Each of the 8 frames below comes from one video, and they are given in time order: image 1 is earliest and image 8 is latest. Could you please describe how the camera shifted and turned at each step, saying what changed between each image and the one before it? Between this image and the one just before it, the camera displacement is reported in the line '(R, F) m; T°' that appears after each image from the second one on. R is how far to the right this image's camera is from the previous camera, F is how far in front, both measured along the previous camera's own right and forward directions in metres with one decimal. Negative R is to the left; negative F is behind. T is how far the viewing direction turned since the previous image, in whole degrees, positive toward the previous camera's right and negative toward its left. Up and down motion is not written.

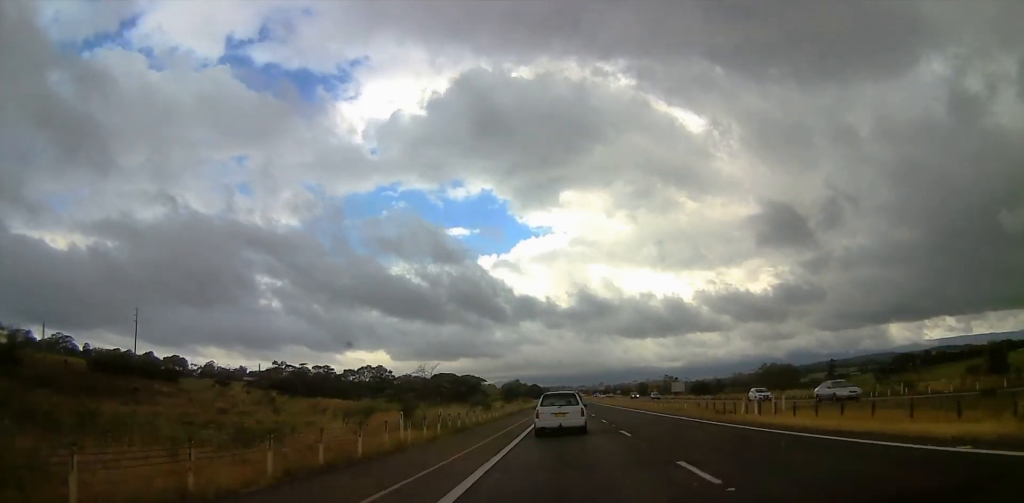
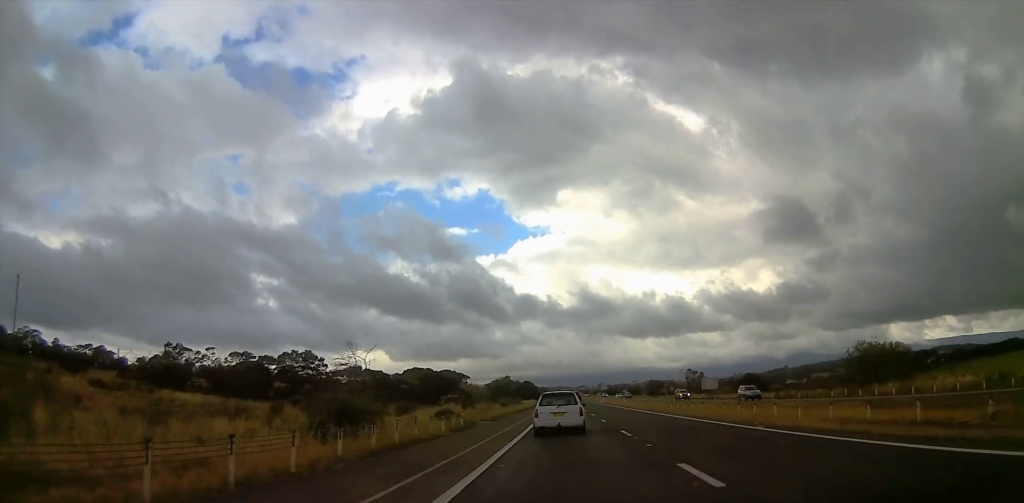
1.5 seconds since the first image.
(+0.3, +40.8) m; 0°
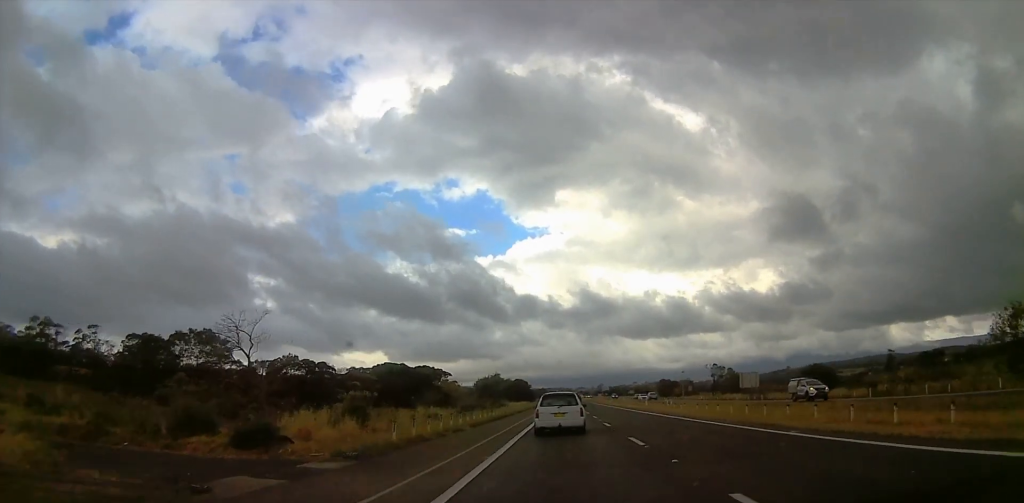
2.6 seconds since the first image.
(-0.2, +28.9) m; -1°
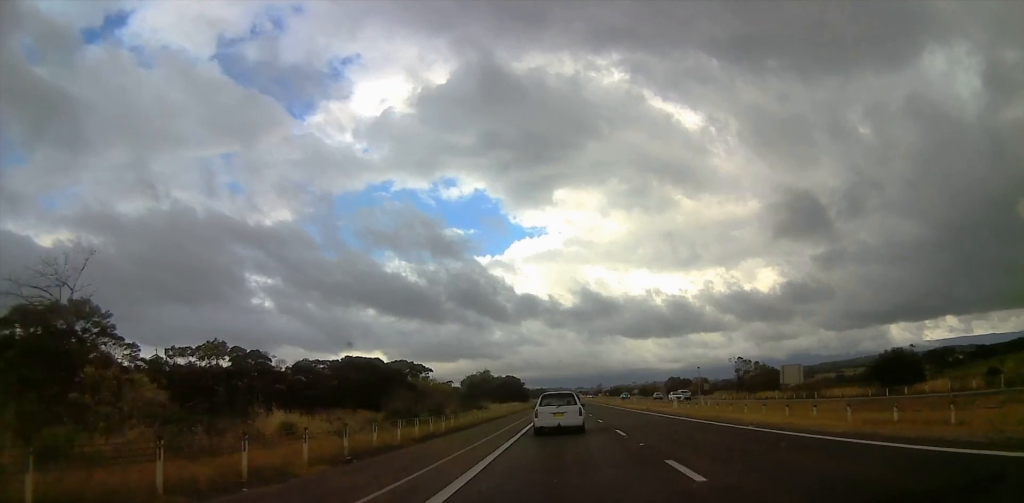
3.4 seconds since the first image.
(-0.1, +19.8) m; -1°
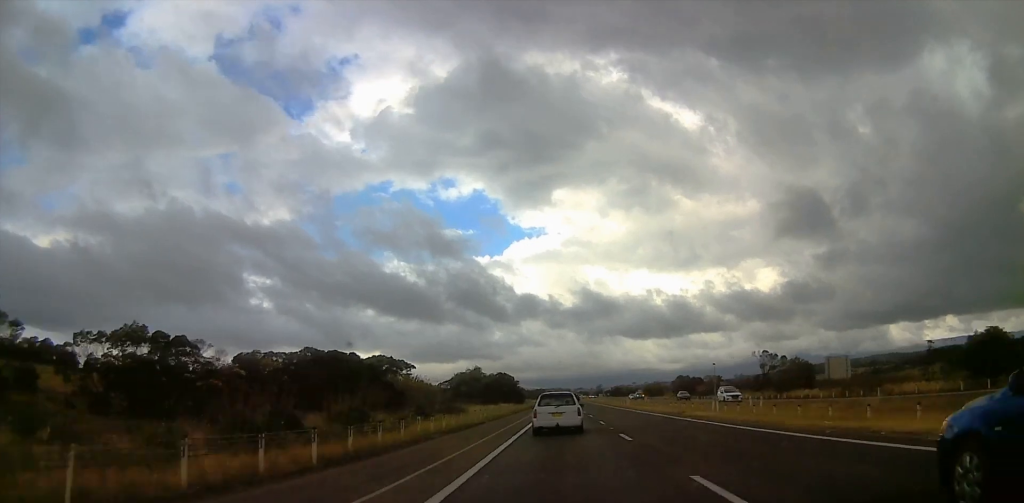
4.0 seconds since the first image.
(-0.3, +14.4) m; 0°
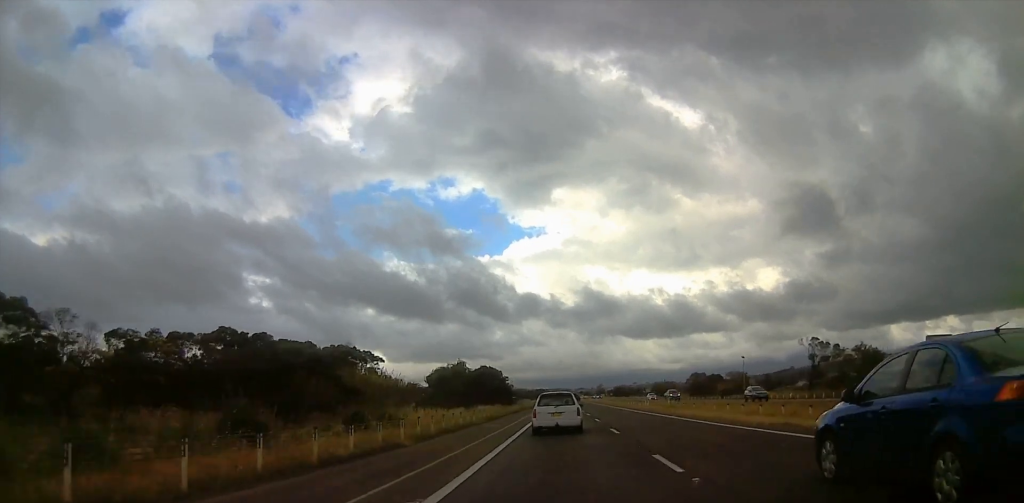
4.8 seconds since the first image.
(+0.2, +20.1) m; +1°
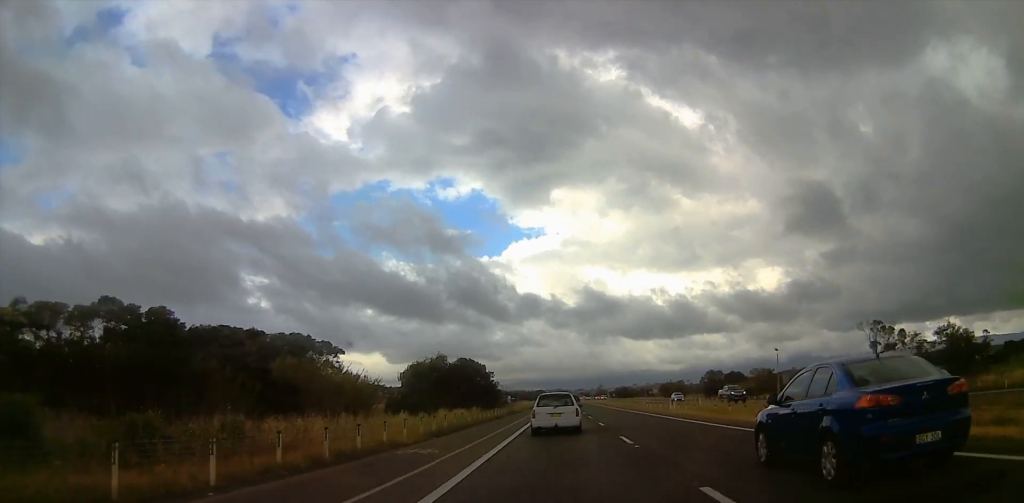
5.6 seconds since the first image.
(+0.1, +17.1) m; +1°
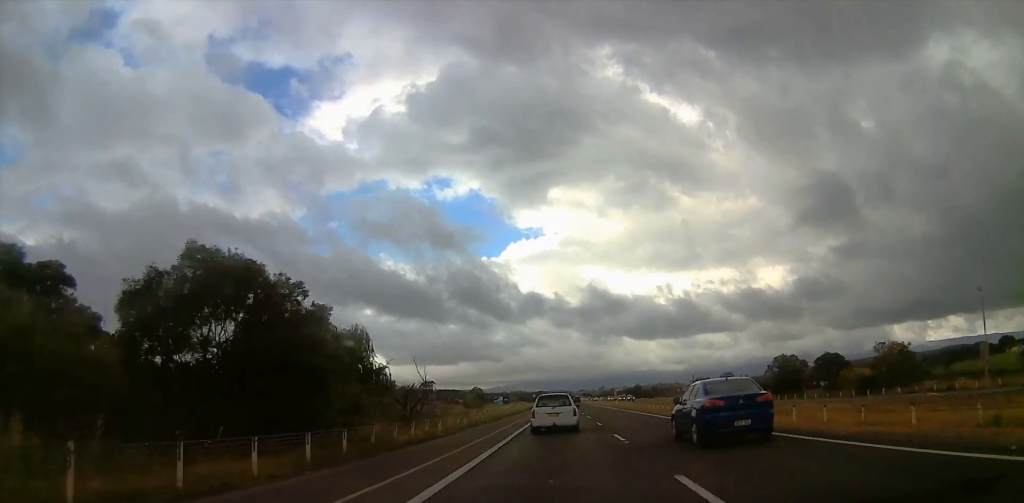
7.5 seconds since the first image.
(+0.7, +45.7) m; +1°
